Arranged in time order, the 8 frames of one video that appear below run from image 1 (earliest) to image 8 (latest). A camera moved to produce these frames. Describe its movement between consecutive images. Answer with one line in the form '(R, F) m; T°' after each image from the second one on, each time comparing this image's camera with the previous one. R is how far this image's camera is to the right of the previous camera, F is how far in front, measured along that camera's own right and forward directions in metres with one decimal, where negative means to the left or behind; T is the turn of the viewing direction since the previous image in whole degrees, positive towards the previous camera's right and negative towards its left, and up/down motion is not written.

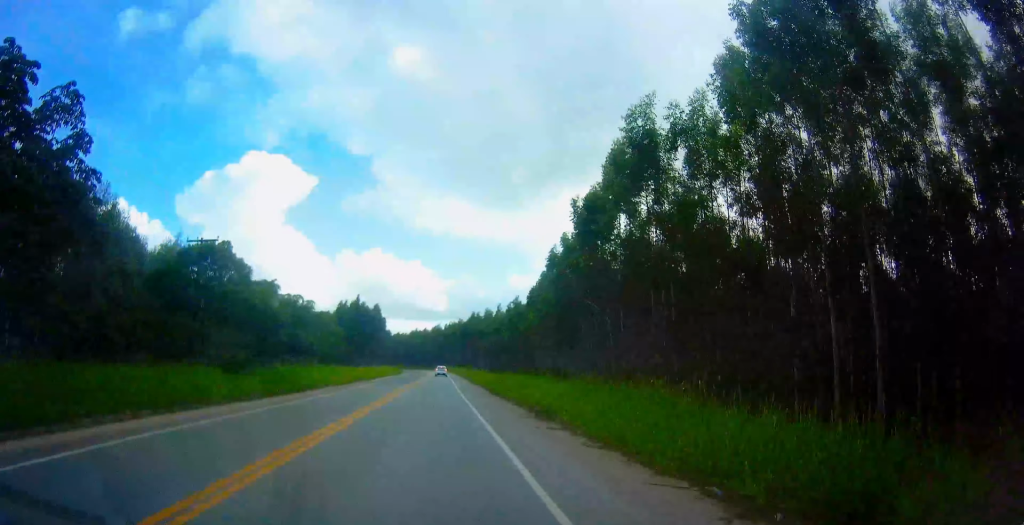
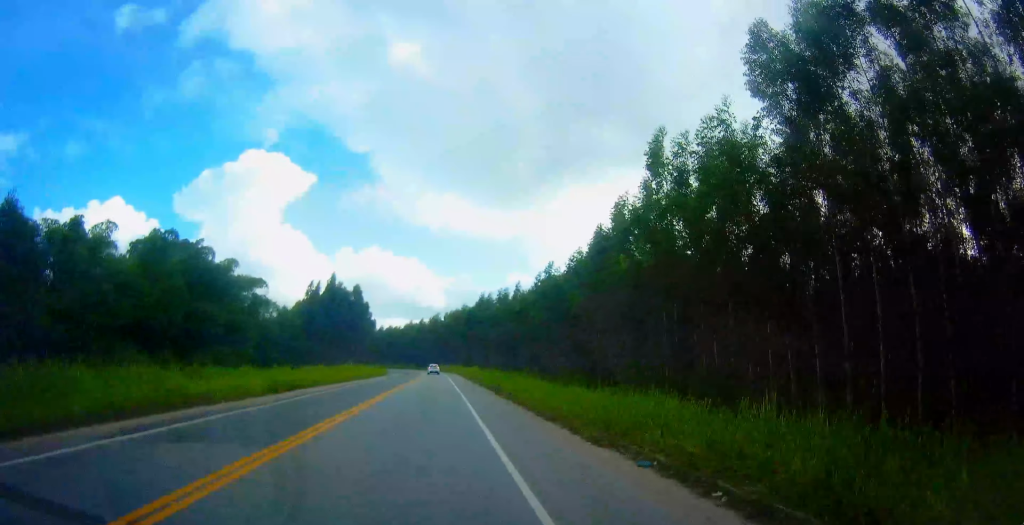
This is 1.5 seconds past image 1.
(+0.8, +37.1) m; +2°
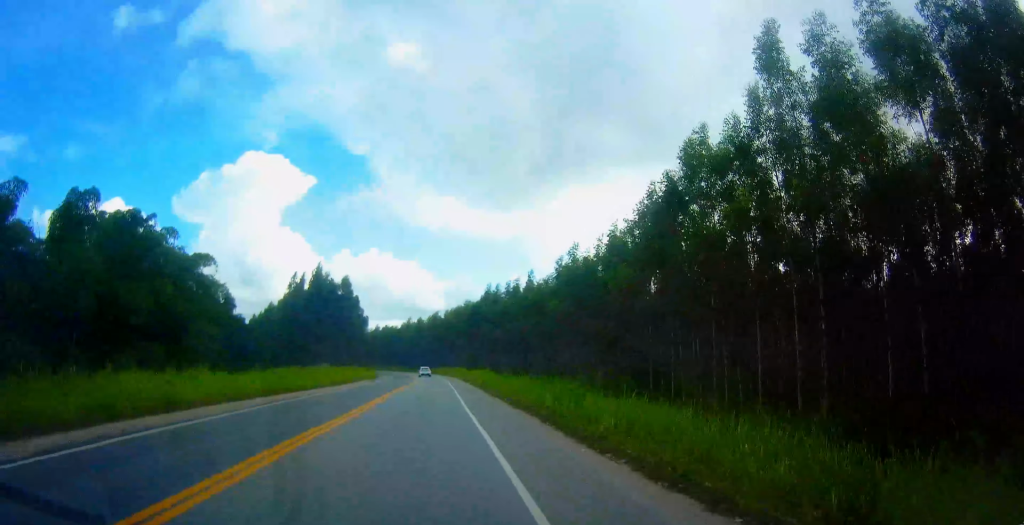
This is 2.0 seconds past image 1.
(+0.1, +15.2) m; 0°
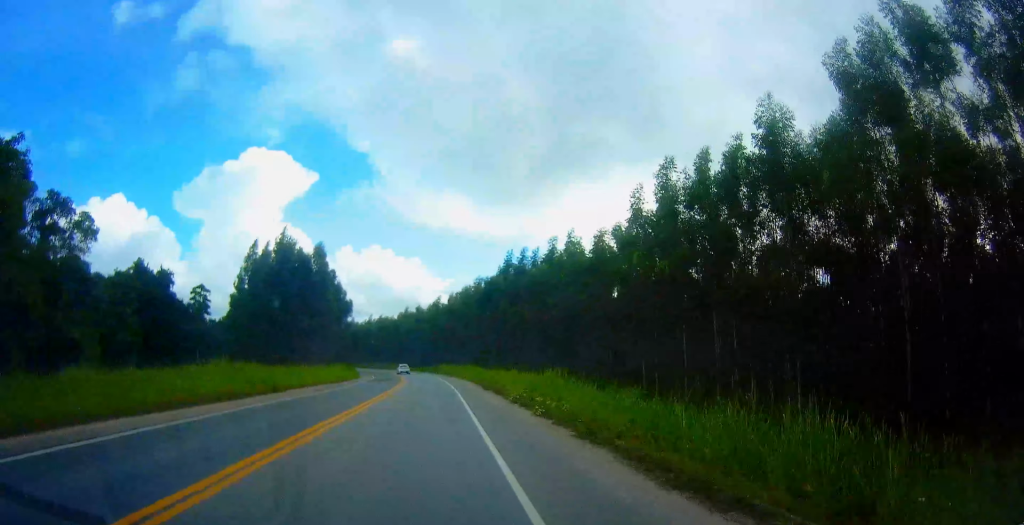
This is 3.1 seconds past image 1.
(-0.1, +27.4) m; -1°
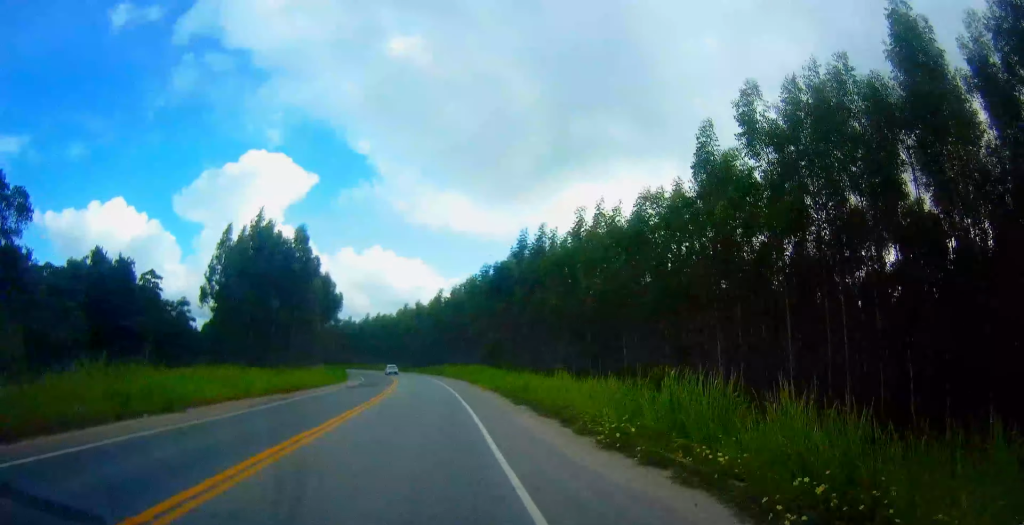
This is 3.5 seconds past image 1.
(0.0, +12.2) m; -1°
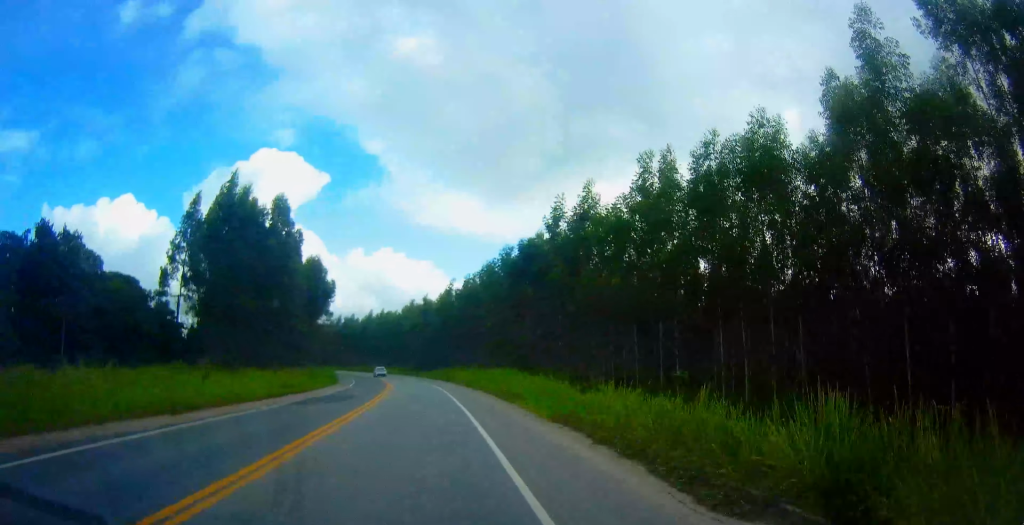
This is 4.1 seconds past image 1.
(-0.2, +14.5) m; 0°
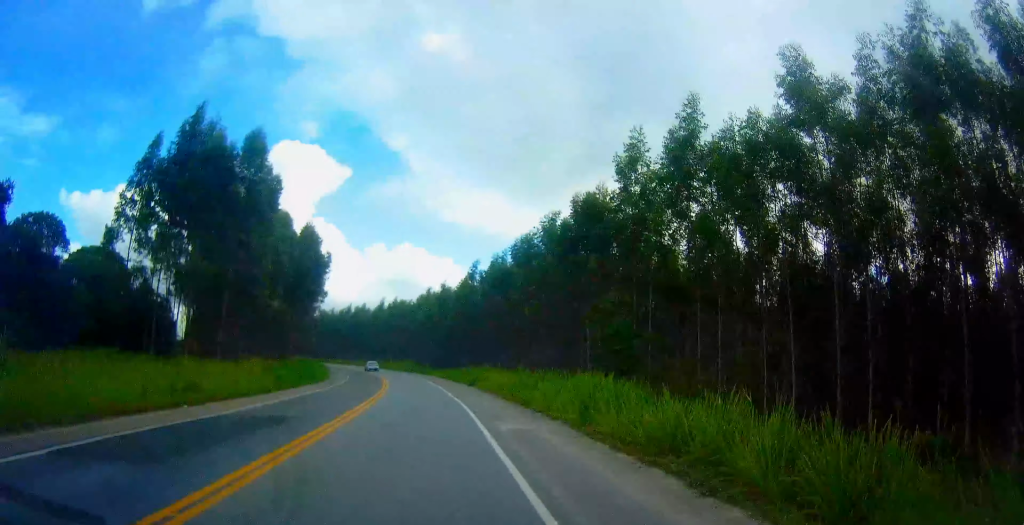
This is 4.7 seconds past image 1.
(-0.1, +15.7) m; 0°
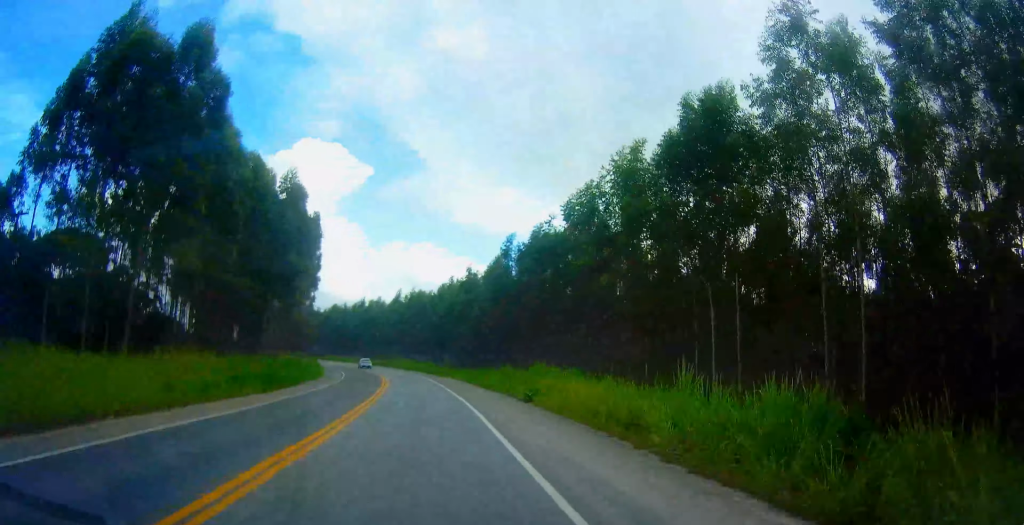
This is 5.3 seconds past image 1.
(+0.3, +17.0) m; -1°
